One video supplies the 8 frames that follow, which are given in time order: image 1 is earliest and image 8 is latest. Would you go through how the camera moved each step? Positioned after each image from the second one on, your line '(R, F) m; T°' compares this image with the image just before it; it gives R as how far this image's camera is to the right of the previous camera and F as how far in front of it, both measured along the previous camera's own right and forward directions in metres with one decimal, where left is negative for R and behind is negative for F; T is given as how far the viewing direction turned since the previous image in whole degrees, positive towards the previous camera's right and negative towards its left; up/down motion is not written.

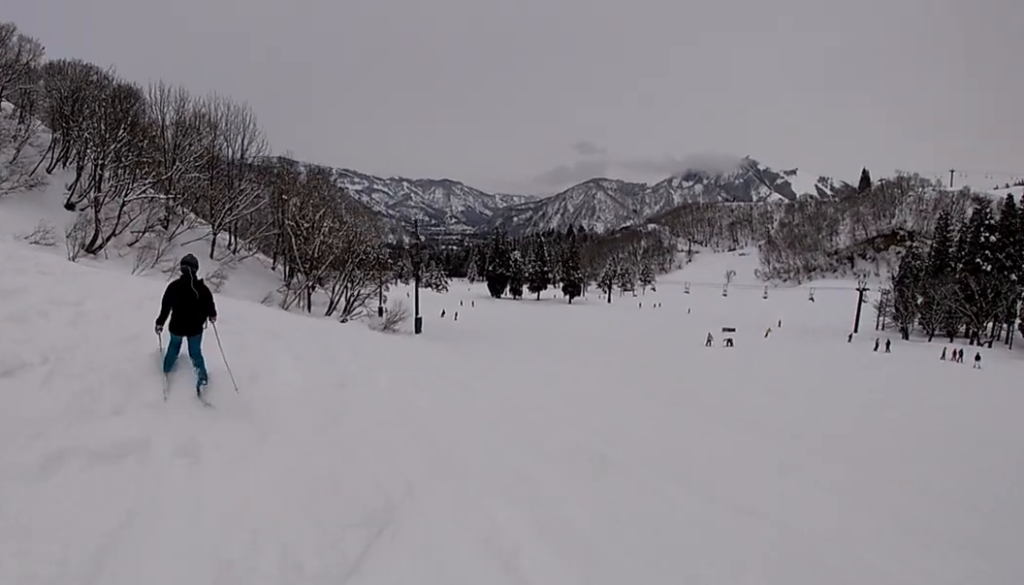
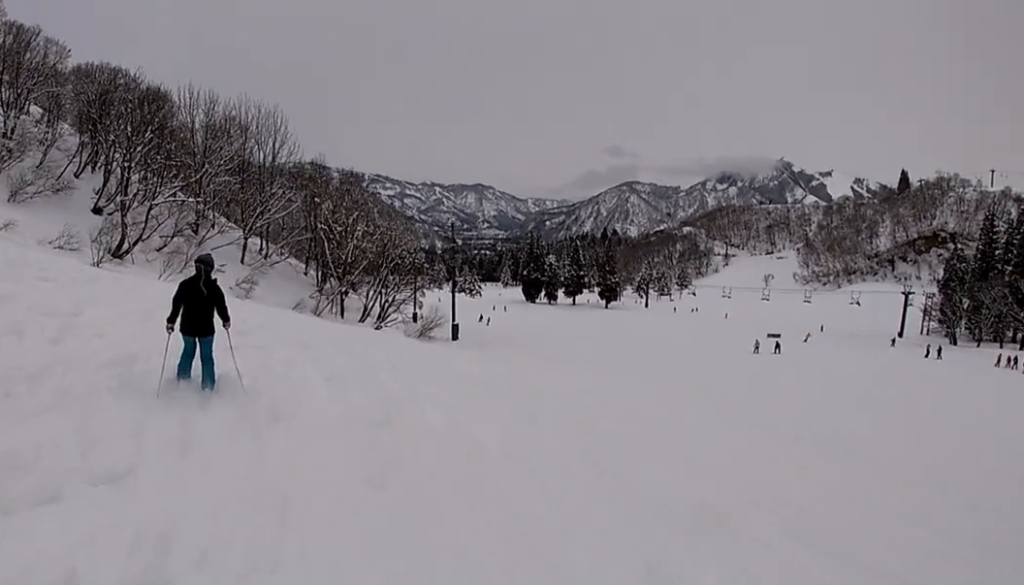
(0.0, +2.3) m; 0°
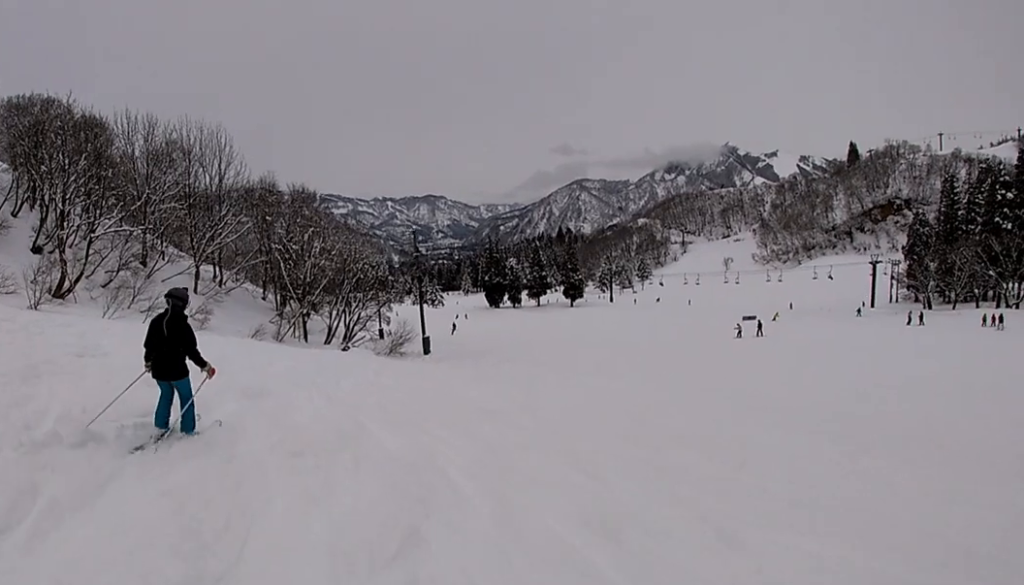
(0.0, +3.8) m; 0°
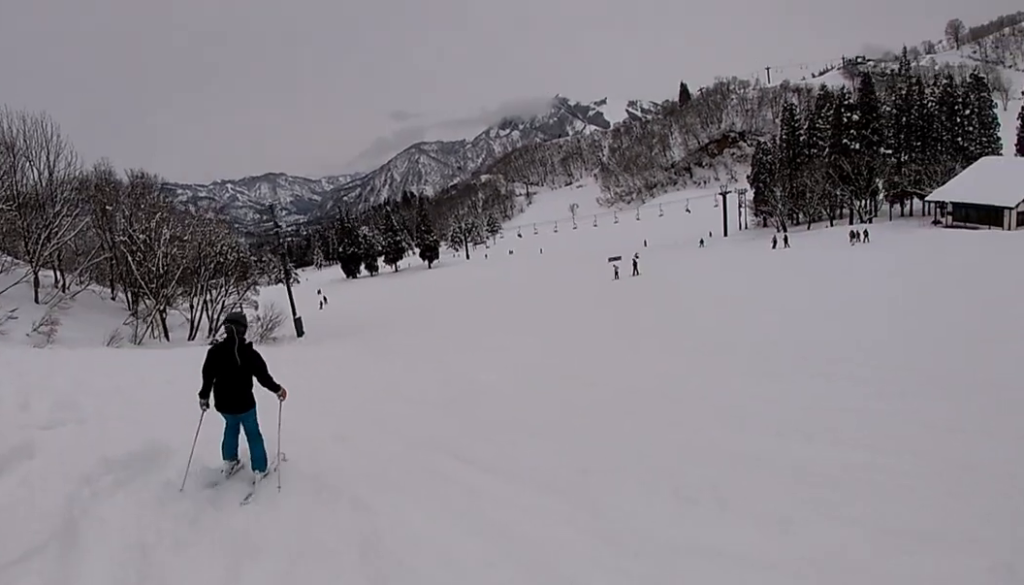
(0.0, +5.0) m; +6°
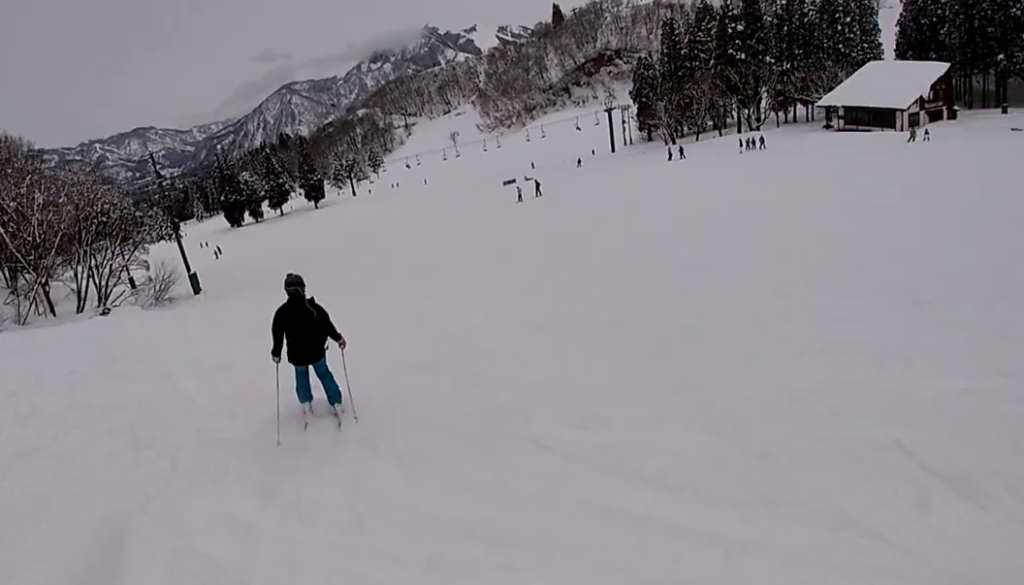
(-0.3, +3.9) m; +11°
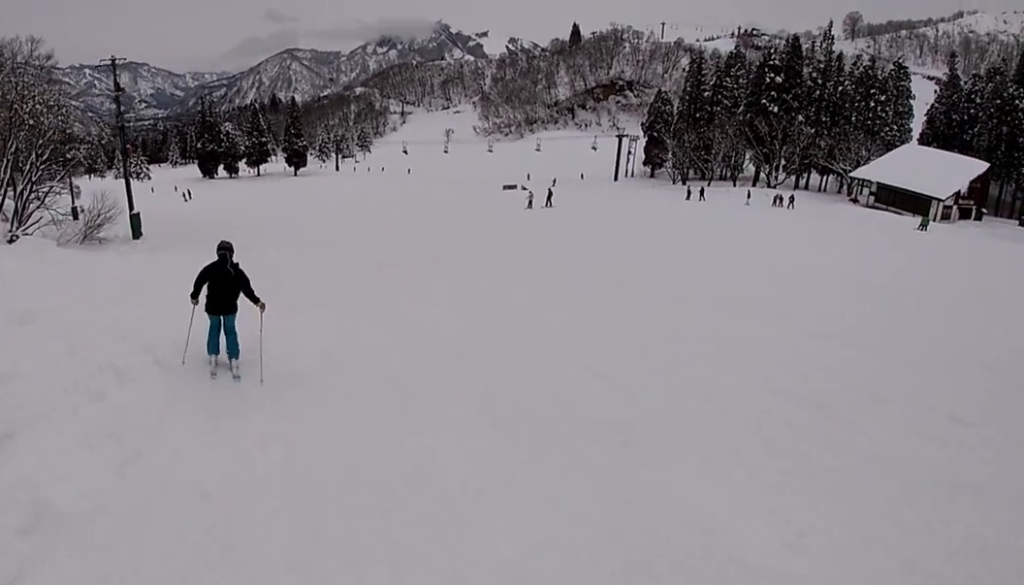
(+2.0, +9.8) m; +6°
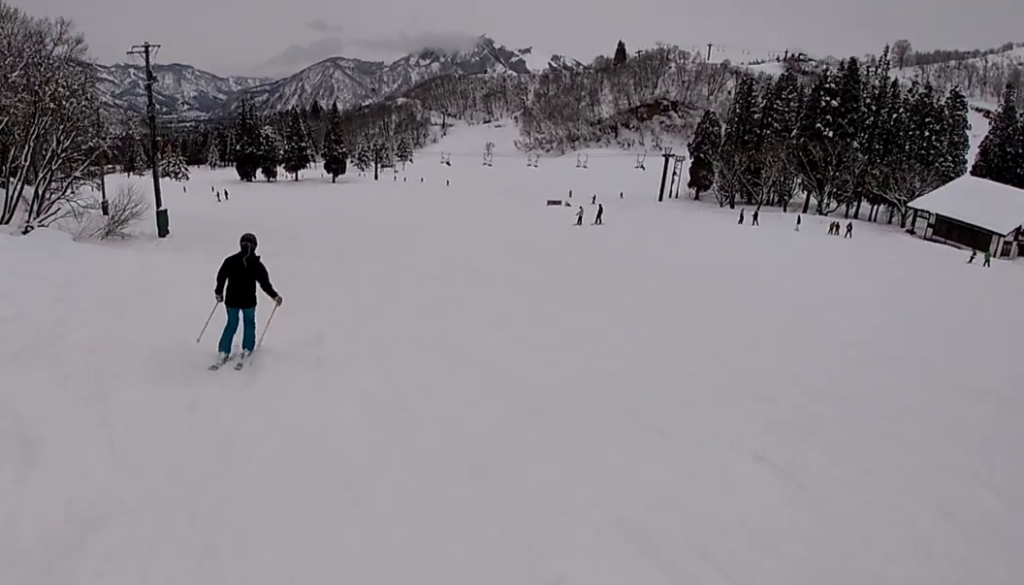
(-0.2, +3.1) m; -3°
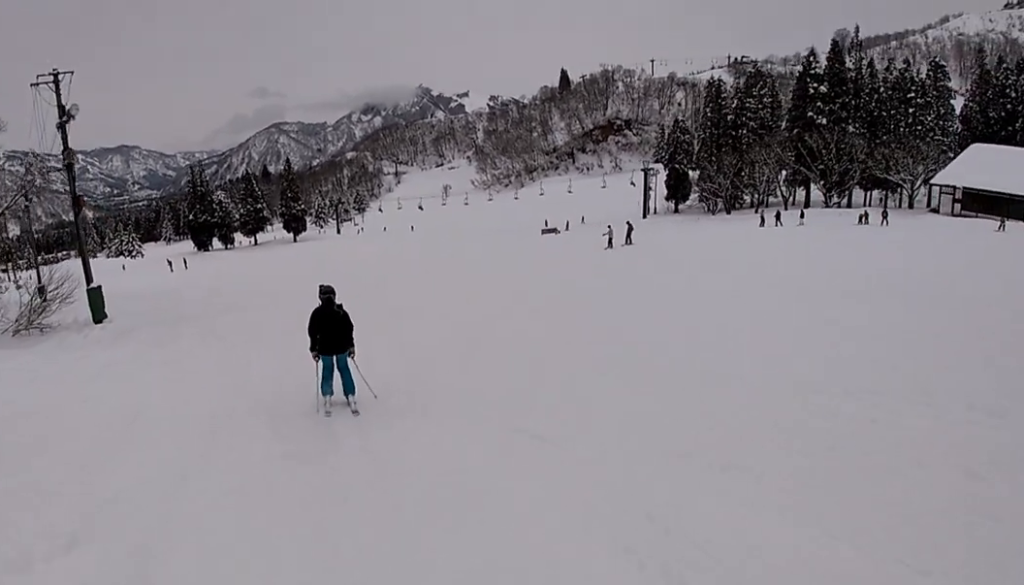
(-0.3, +10.7) m; -1°
